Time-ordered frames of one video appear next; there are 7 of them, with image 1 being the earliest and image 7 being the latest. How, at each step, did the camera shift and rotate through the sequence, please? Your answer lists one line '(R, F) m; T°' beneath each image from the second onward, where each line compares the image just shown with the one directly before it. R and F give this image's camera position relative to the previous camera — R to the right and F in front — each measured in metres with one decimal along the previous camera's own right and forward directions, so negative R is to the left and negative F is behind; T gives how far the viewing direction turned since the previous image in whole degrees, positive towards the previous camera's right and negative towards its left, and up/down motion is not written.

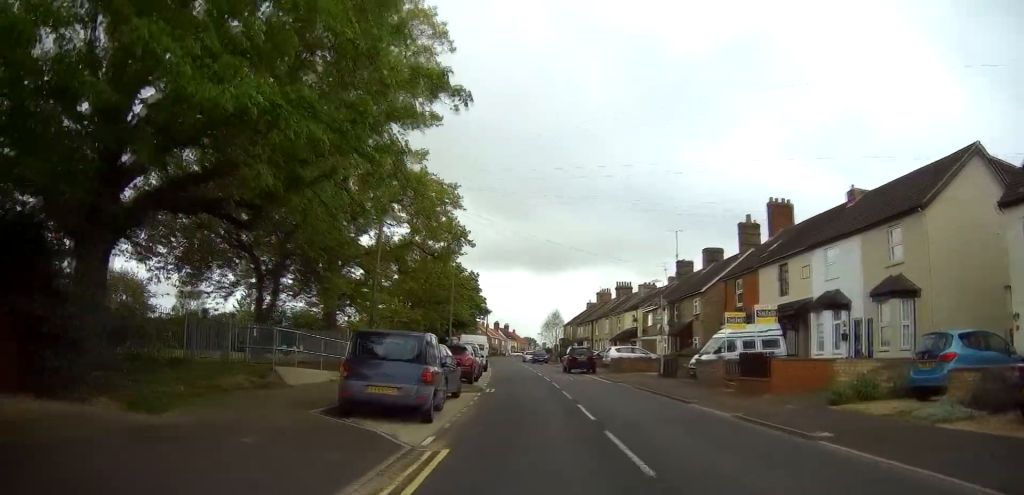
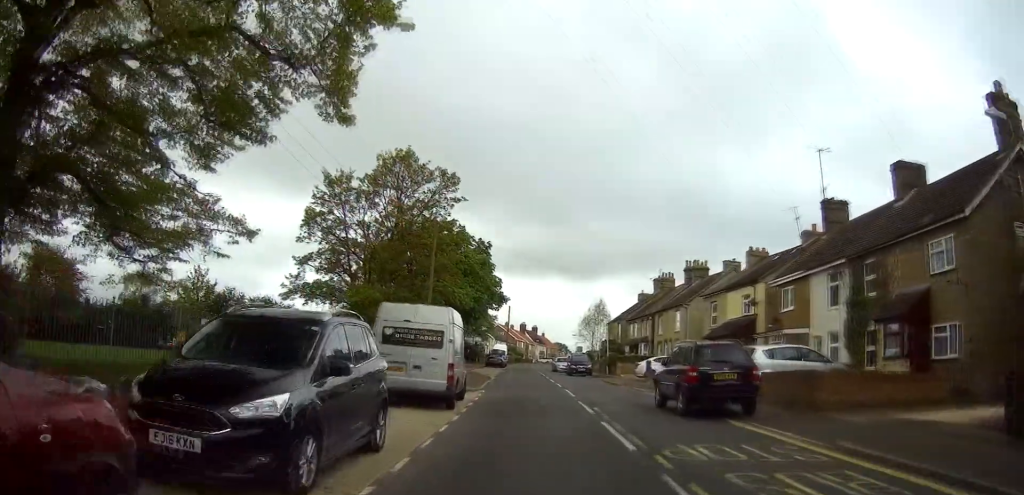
(-1.1, +27.4) m; -5°
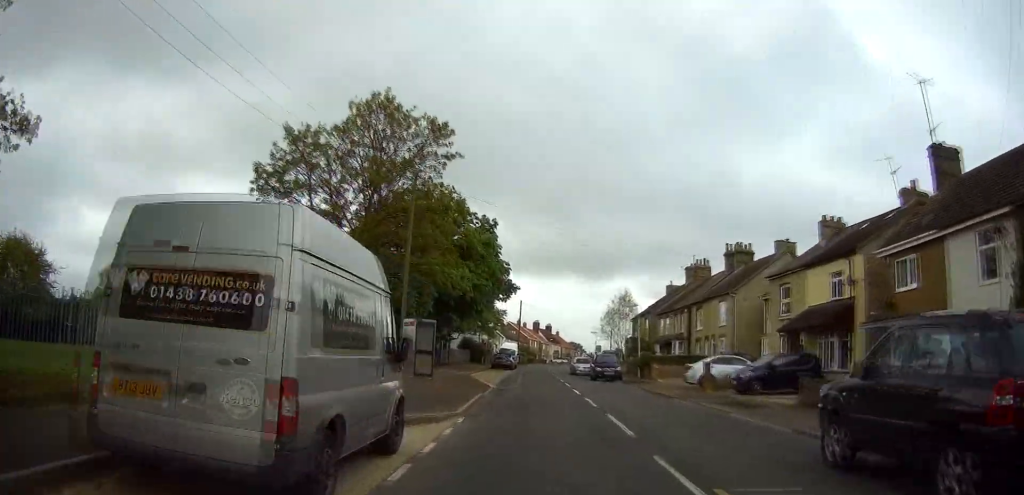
(0.0, +10.3) m; 0°
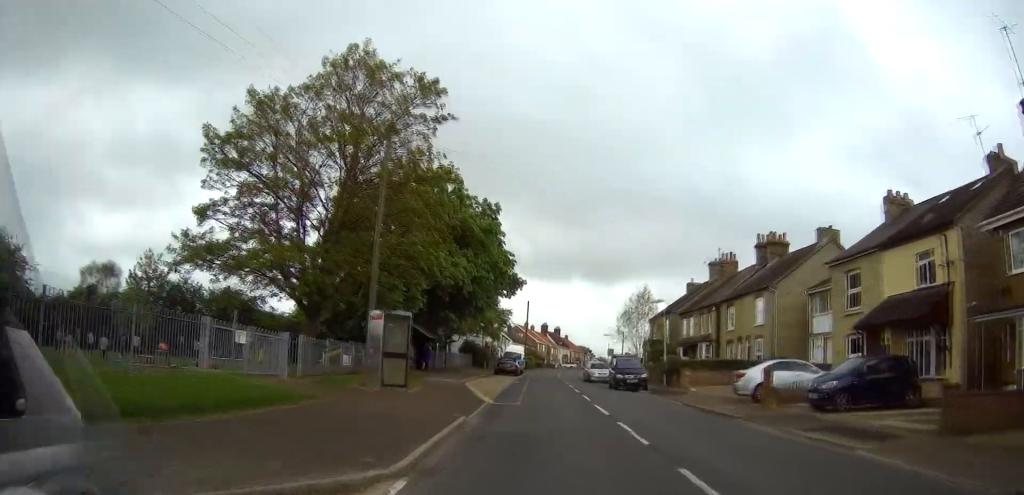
(0.0, +6.4) m; +1°
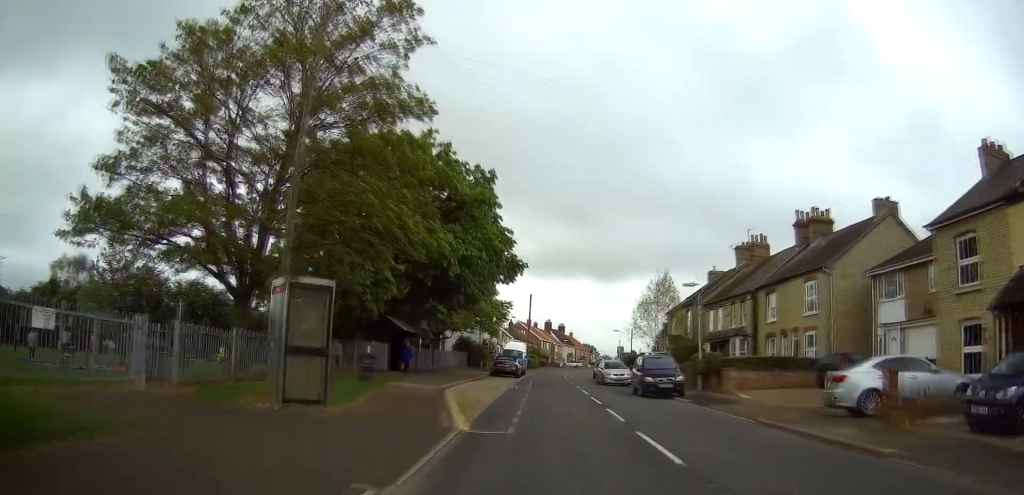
(+0.1, +7.7) m; +1°
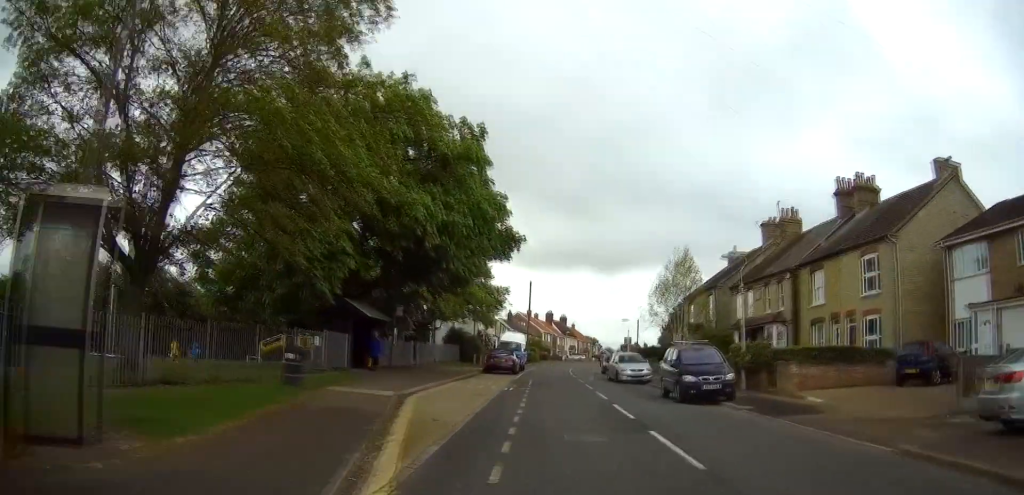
(+0.1, +6.7) m; 0°
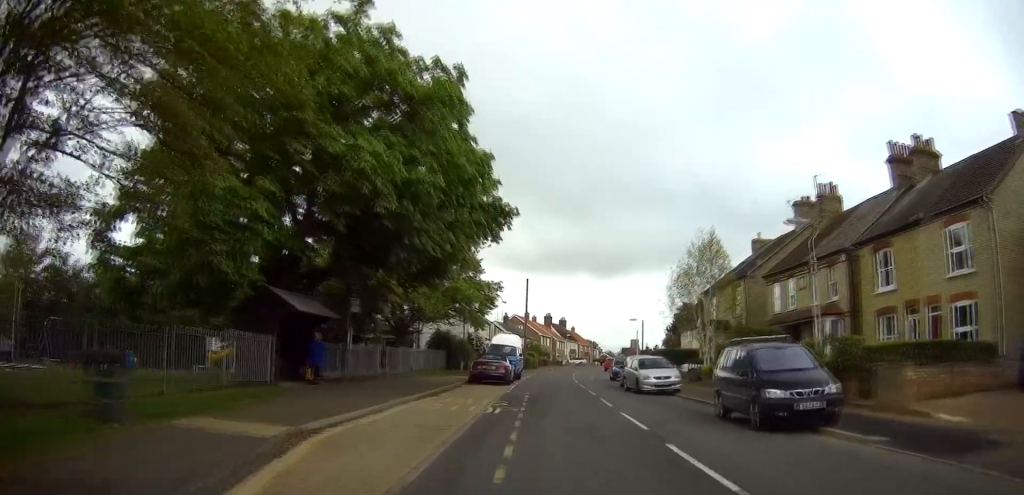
(0.0, +7.1) m; 0°
